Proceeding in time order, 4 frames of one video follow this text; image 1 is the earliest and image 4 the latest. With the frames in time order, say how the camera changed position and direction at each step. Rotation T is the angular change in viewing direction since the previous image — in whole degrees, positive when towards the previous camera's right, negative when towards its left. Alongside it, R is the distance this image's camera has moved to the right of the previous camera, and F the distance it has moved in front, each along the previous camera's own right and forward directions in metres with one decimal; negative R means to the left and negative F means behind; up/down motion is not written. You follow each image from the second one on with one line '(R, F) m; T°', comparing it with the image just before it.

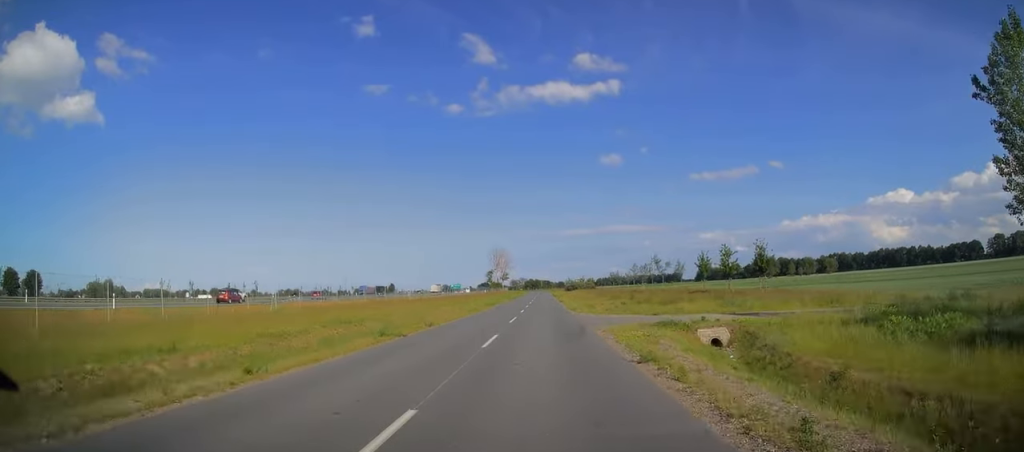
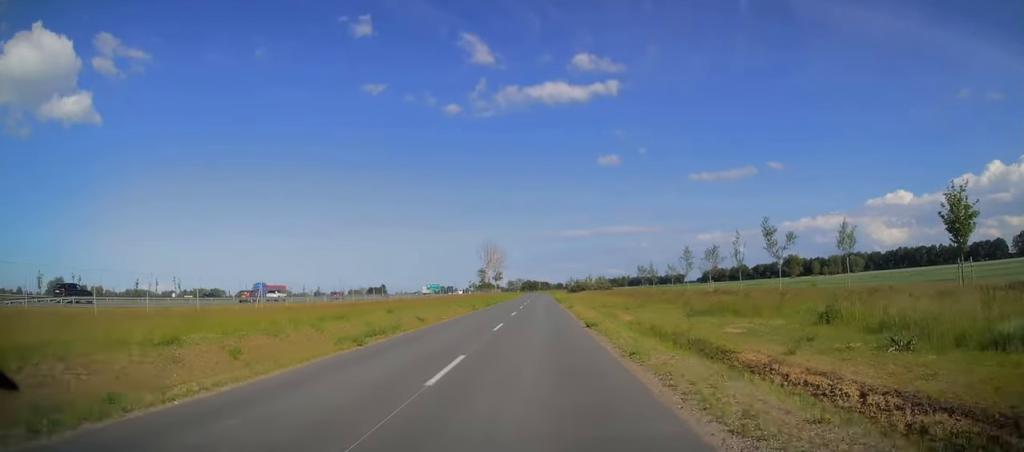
(-0.5, +40.9) m; -1°
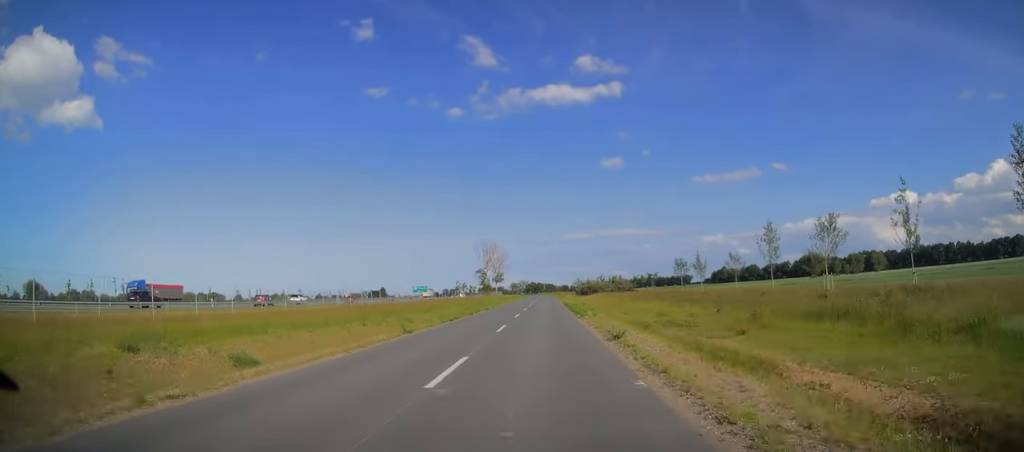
(0.0, +23.6) m; 0°
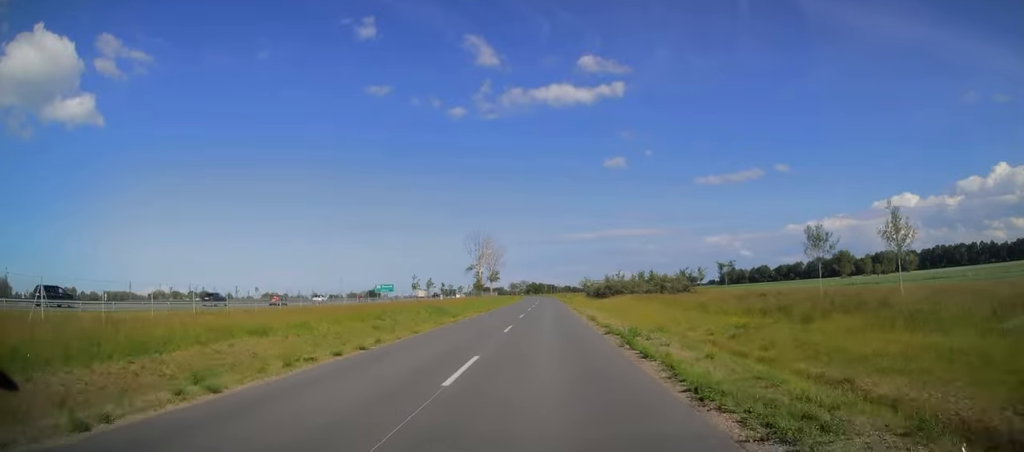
(0.0, +34.9) m; 0°
